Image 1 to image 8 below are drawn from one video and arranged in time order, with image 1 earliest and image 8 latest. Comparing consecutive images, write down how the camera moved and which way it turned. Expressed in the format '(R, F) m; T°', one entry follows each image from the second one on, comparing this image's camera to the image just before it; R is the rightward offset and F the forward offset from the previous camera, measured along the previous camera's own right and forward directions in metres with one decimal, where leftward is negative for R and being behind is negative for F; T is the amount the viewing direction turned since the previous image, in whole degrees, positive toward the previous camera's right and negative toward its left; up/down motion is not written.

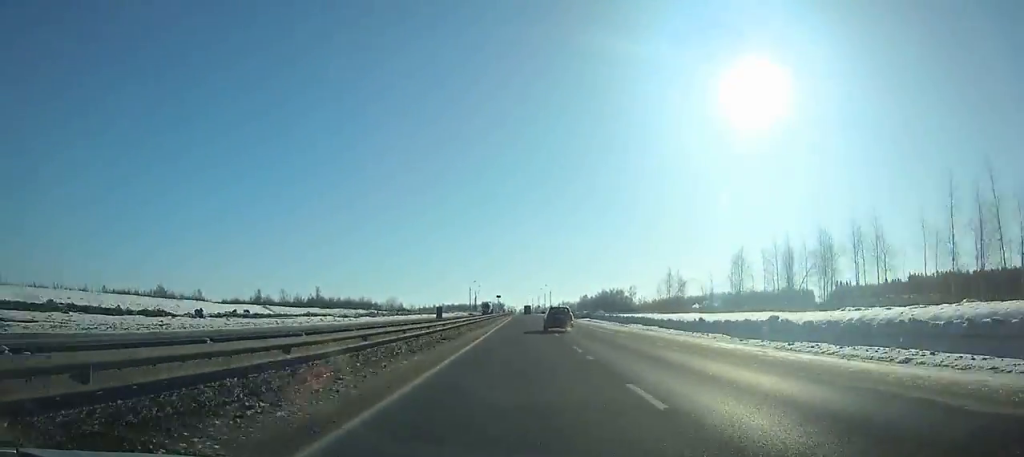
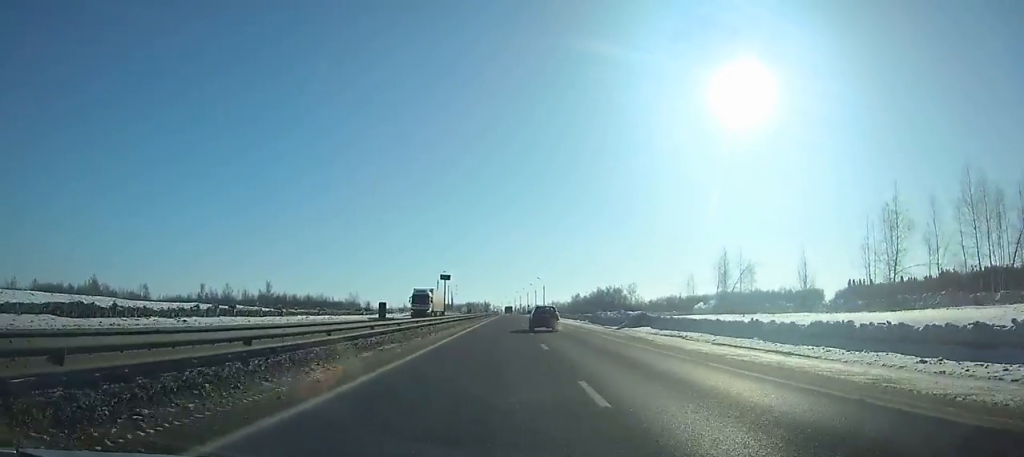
(+0.2, +48.0) m; 0°
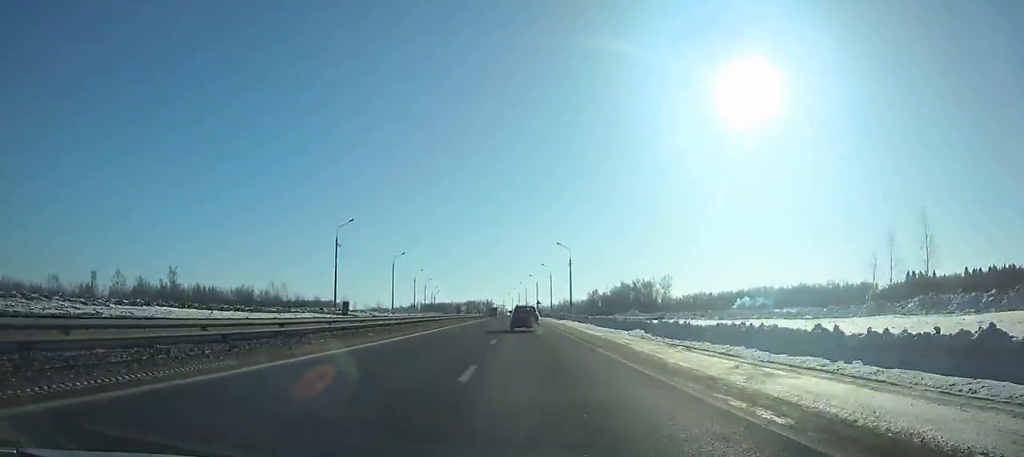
(+0.4, +80.7) m; 0°
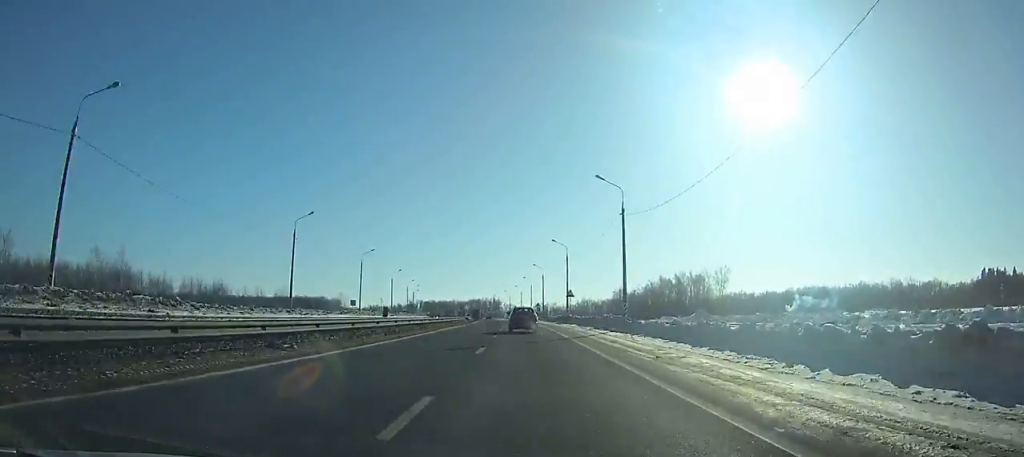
(-0.8, +77.4) m; -2°
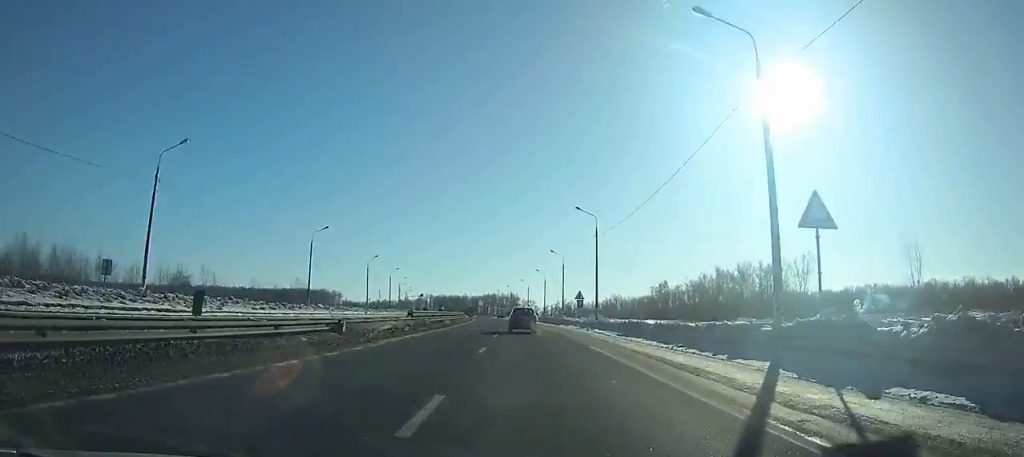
(-0.9, +60.5) m; -2°
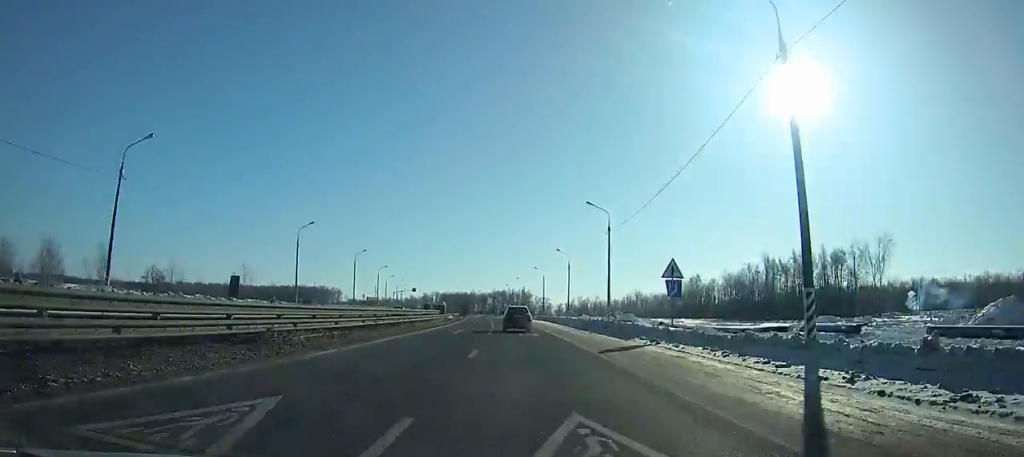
(-0.6, +37.0) m; -1°
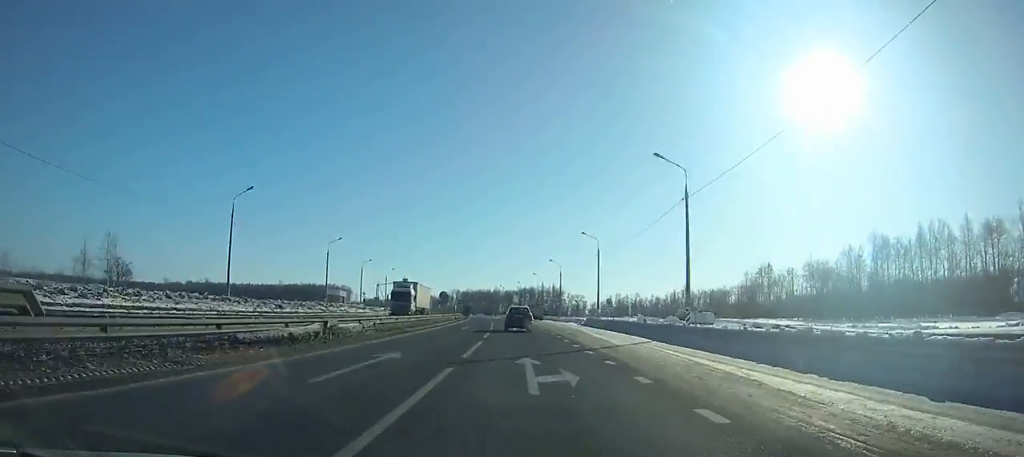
(-0.7, +53.0) m; -2°
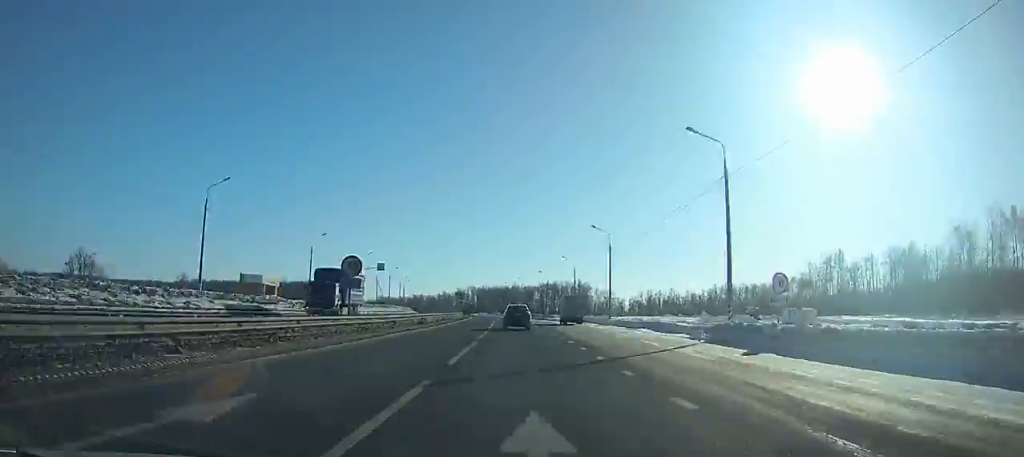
(-0.6, +38.9) m; -2°
